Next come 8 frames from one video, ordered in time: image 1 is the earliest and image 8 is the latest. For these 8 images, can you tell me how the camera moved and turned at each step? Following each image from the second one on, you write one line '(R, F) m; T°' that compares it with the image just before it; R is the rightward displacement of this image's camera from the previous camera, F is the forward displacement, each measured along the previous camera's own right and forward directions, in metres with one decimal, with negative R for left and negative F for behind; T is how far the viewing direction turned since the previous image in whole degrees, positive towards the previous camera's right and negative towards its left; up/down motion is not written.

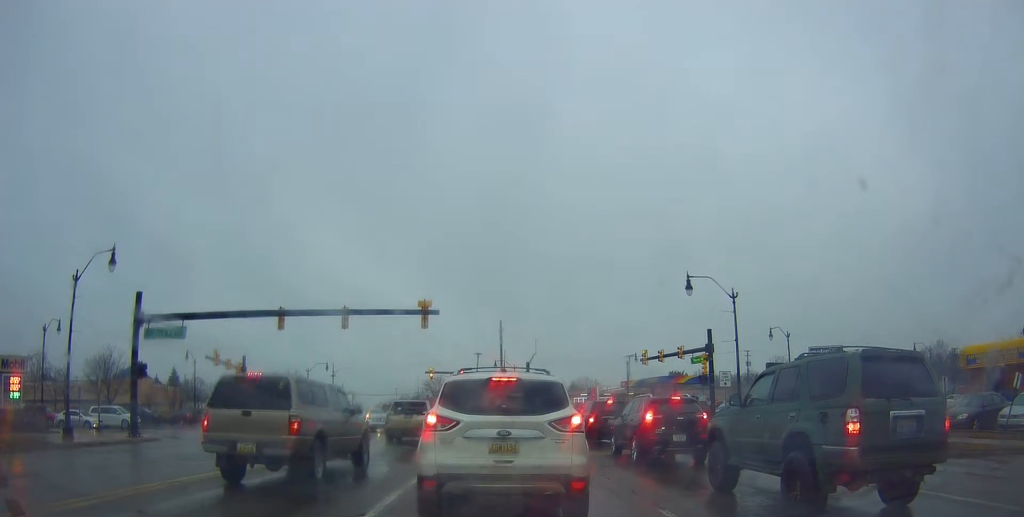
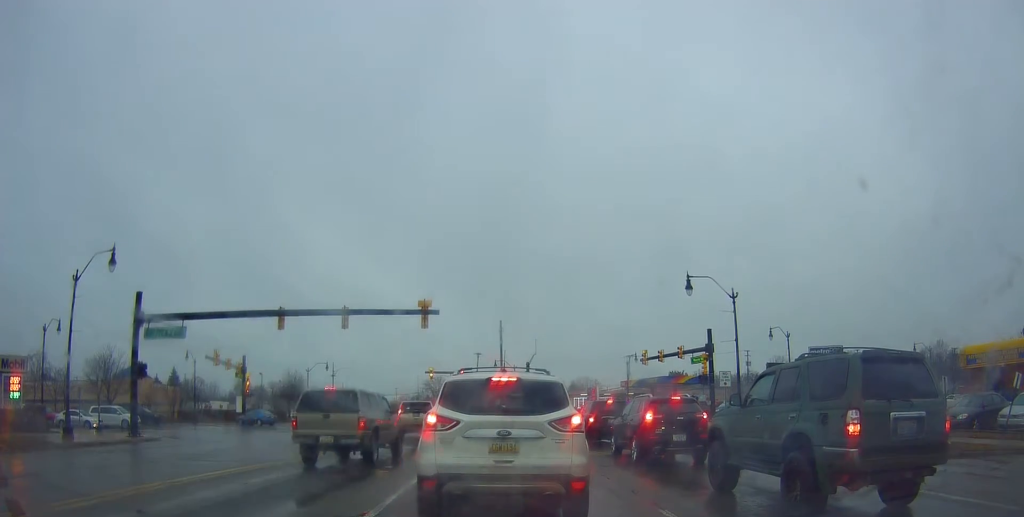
(0.0, 0.0) m; 0°
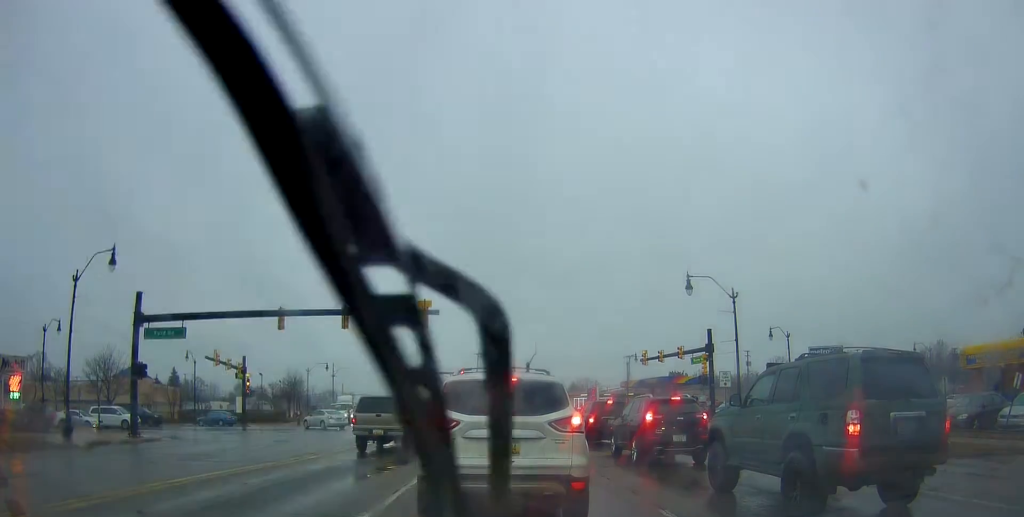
(0.0, 0.0) m; 0°
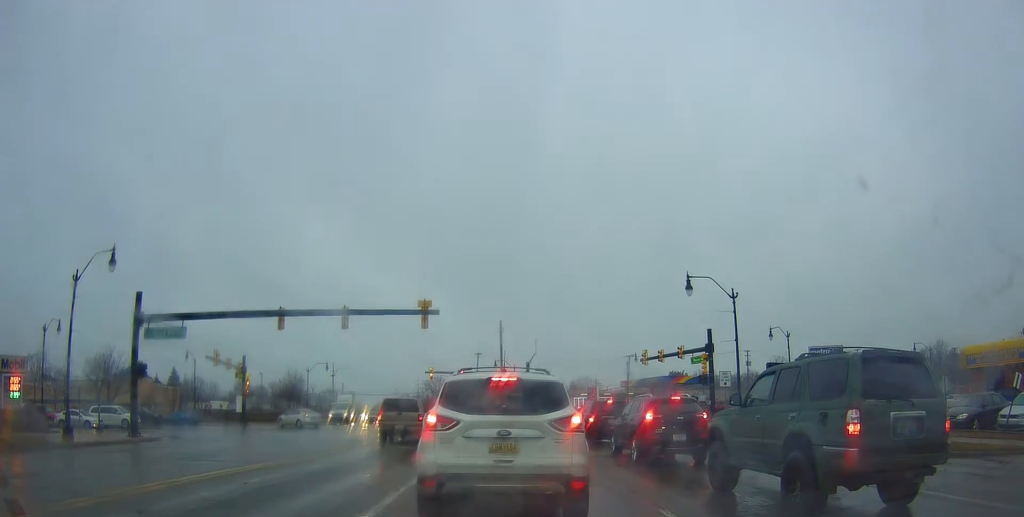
(0.0, 0.0) m; 0°
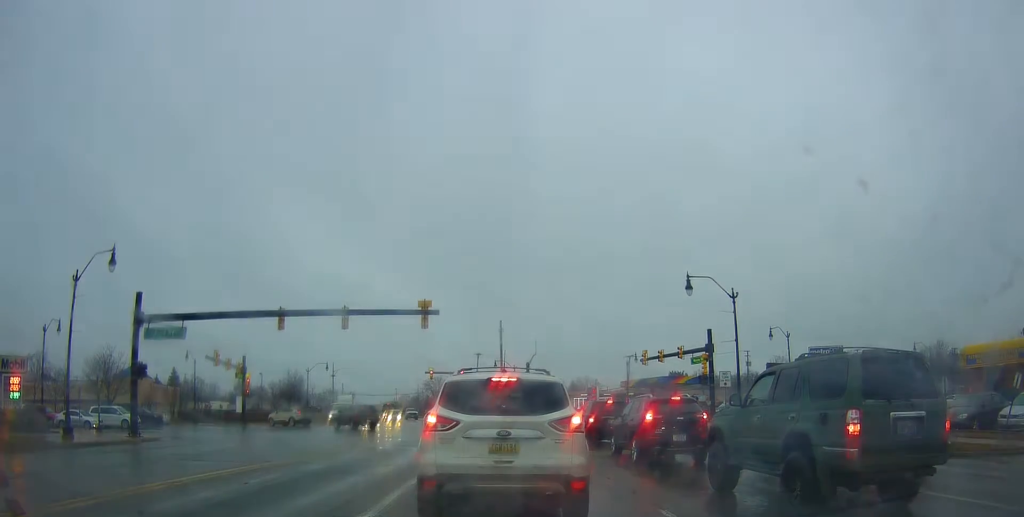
(0.0, 0.0) m; 0°
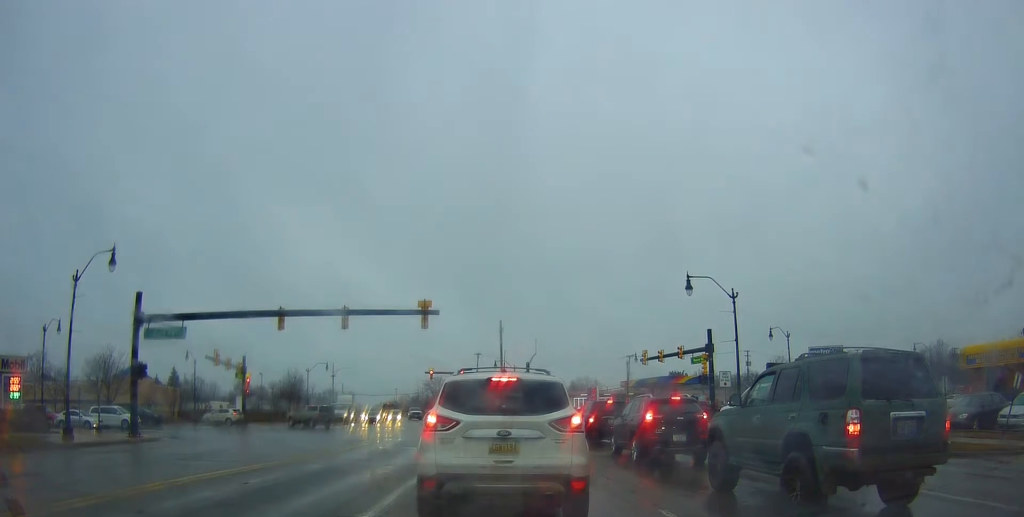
(0.0, 0.0) m; 0°
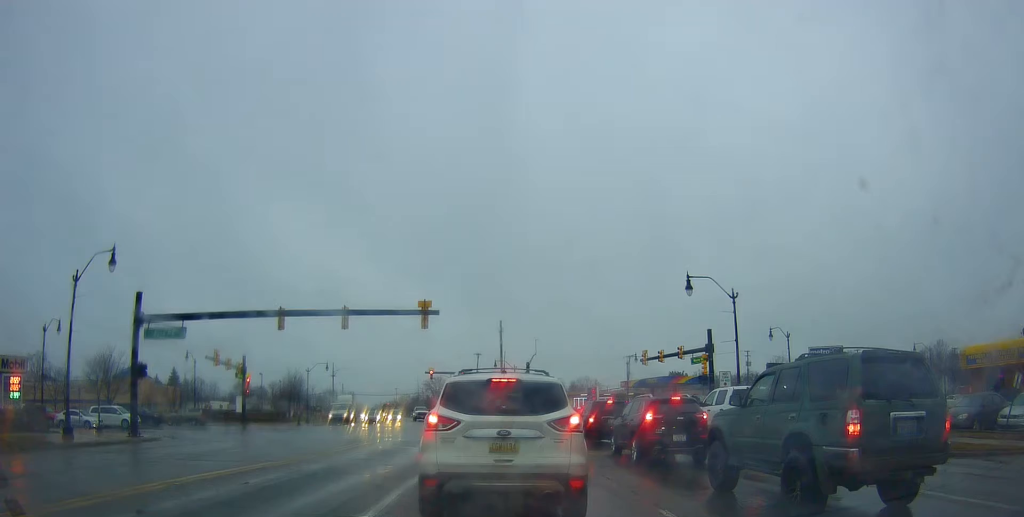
(0.0, 0.0) m; 0°
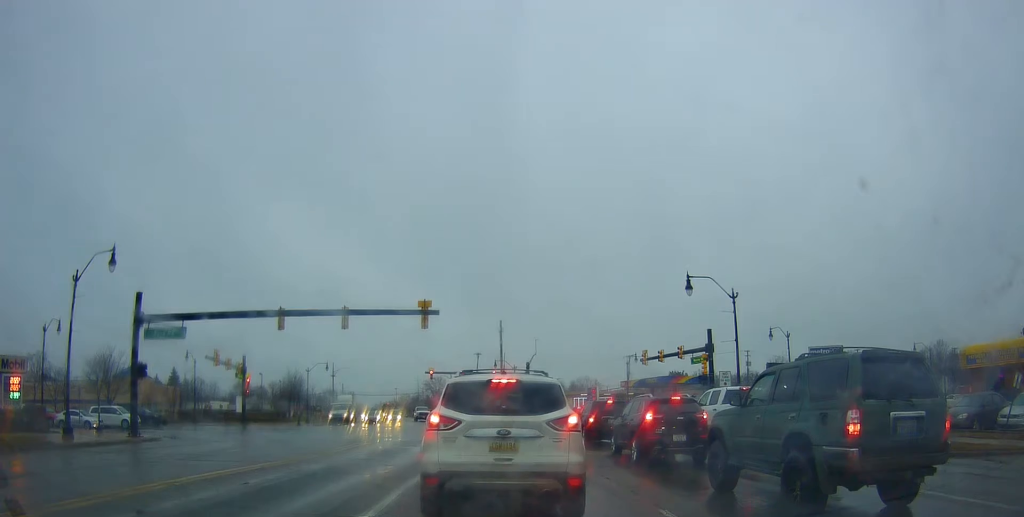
(0.0, 0.0) m; 0°
